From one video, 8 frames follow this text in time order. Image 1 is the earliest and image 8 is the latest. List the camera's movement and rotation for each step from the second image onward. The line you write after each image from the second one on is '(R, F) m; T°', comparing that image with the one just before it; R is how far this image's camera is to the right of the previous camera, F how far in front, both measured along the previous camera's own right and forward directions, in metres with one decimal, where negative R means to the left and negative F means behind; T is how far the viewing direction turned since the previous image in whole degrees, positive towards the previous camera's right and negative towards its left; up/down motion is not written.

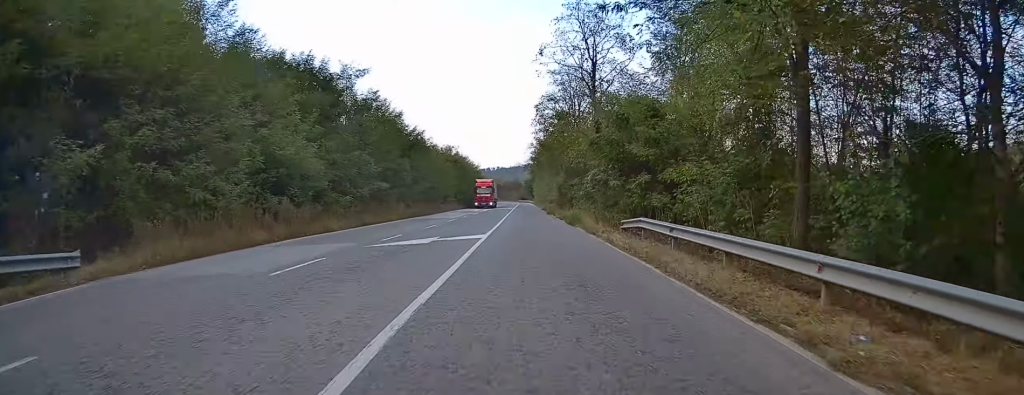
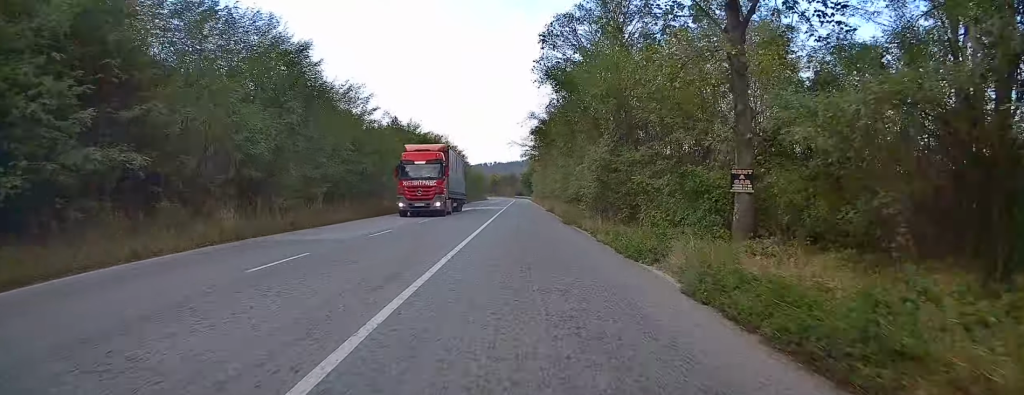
(+0.1, +27.4) m; 0°
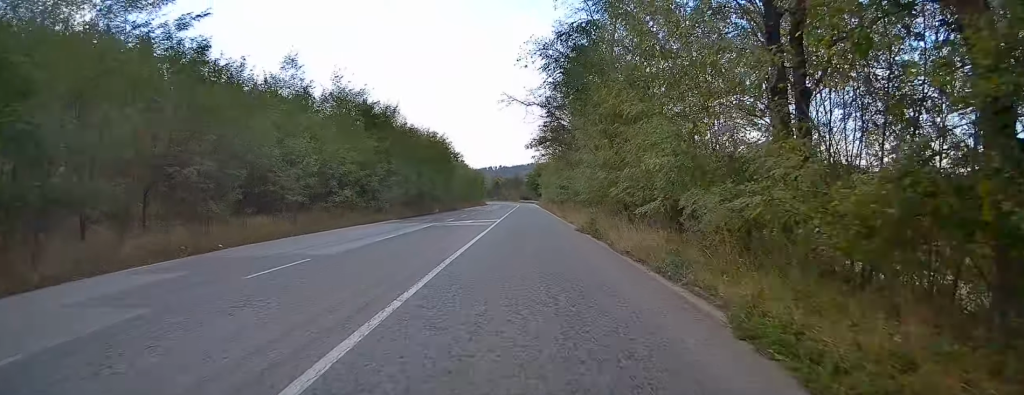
(0.0, +27.3) m; 0°
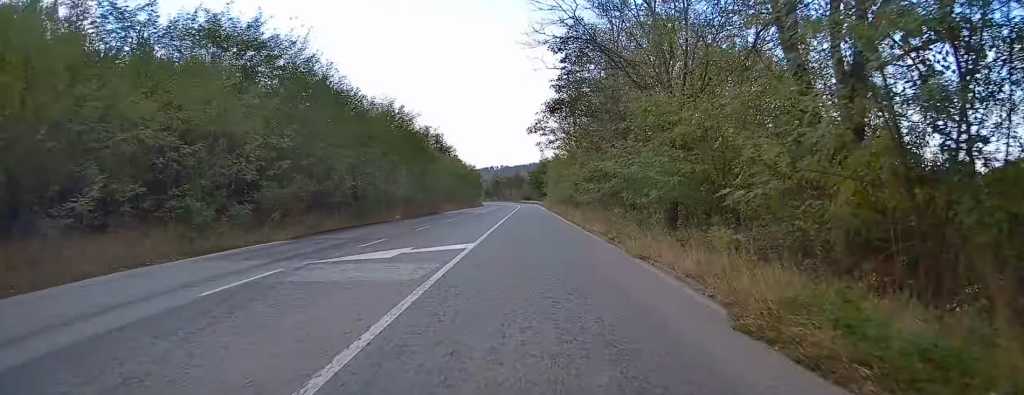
(0.0, +20.2) m; 0°
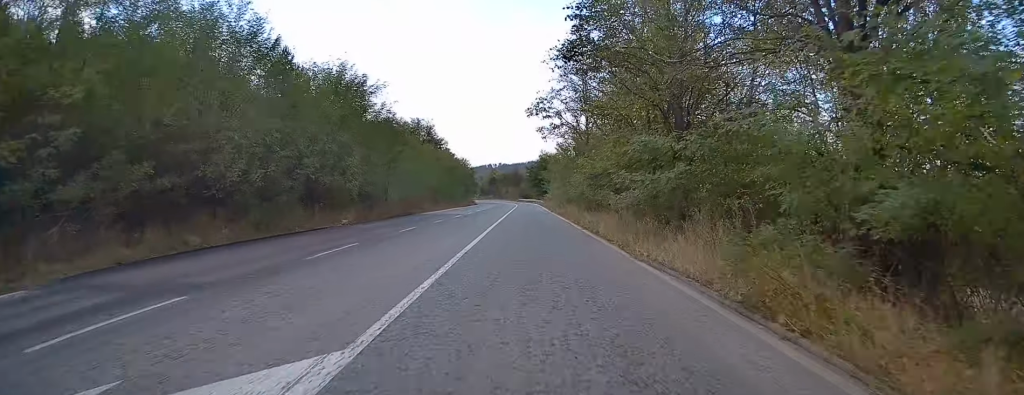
(0.0, +12.4) m; 0°
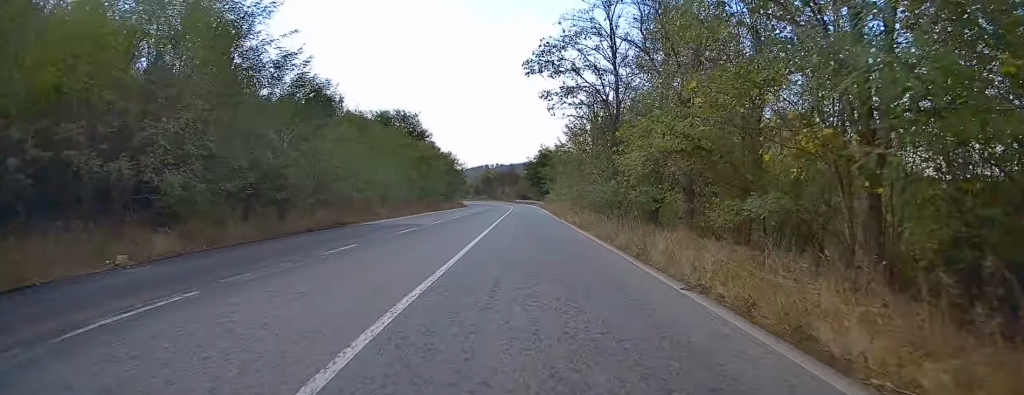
(-0.1, +17.8) m; 0°
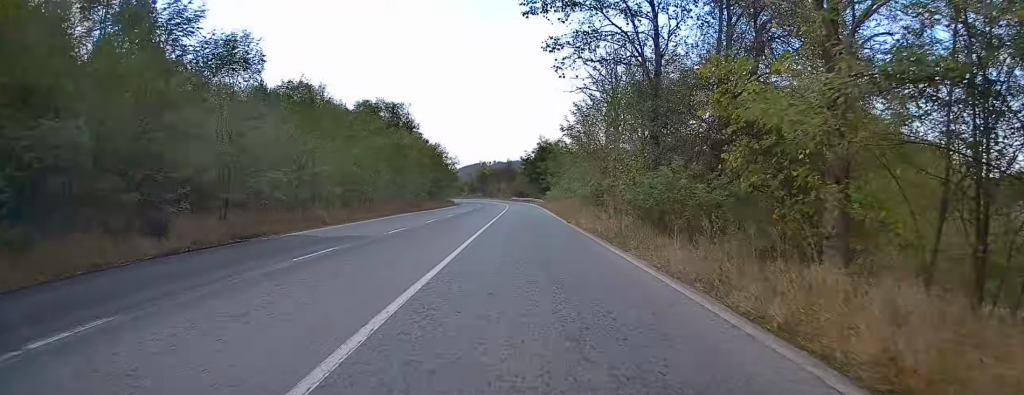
(0.0, +10.8) m; 0°
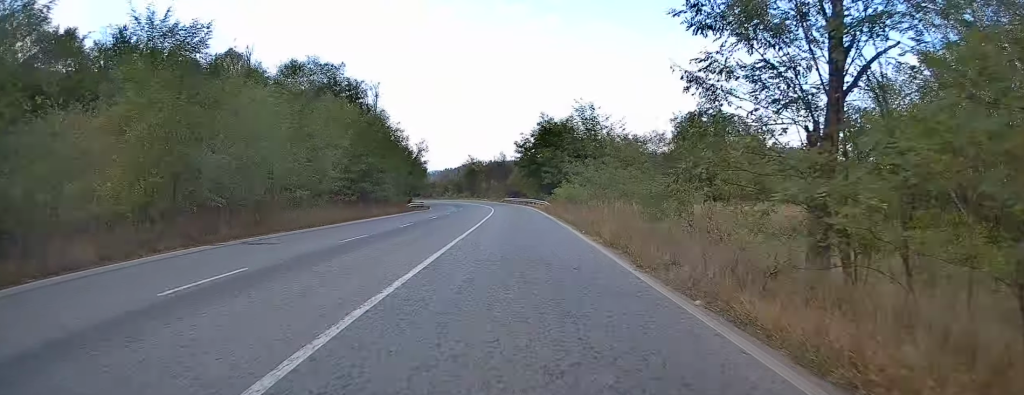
(+0.2, +31.4) m; 0°
